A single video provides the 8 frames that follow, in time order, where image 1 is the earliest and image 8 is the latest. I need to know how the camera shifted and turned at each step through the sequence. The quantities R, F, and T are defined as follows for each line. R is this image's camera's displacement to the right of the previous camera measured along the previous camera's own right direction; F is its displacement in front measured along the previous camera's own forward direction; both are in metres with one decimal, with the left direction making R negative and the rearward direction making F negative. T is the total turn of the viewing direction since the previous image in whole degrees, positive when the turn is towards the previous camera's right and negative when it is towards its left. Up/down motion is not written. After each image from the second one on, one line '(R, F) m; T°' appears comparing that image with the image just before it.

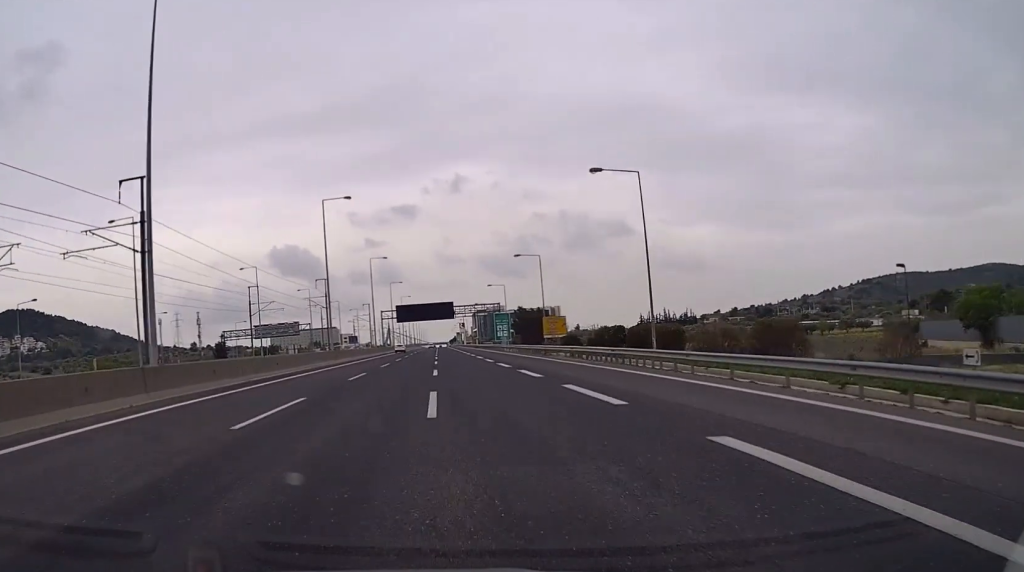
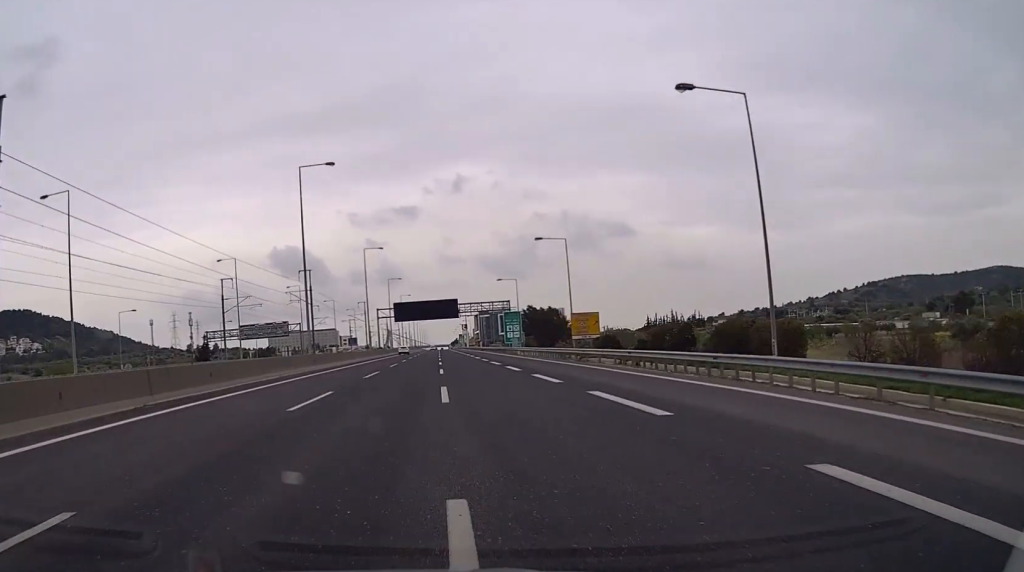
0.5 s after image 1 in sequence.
(0.0, +13.8) m; 0°
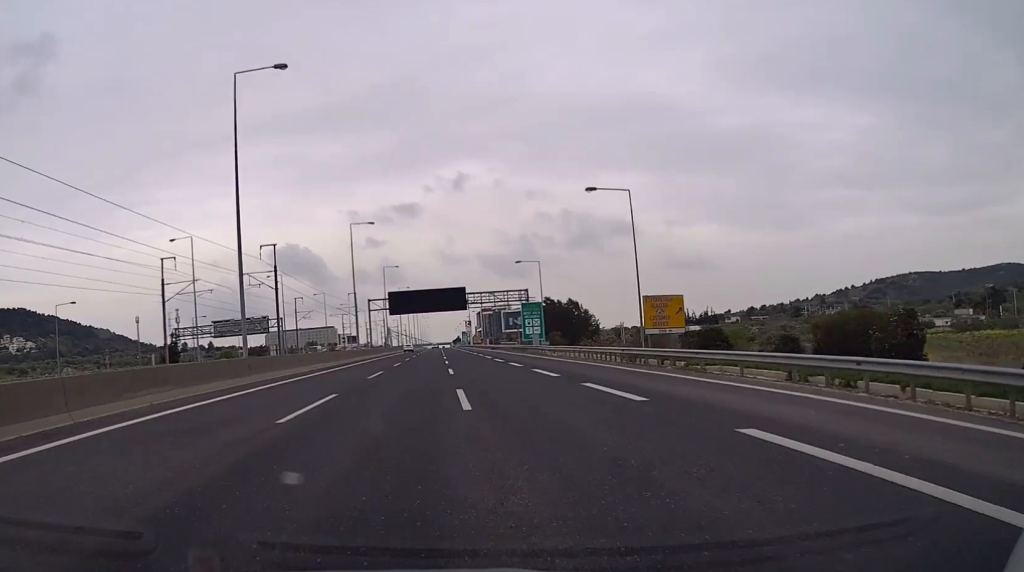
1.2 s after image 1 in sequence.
(+0.1, +20.7) m; 0°
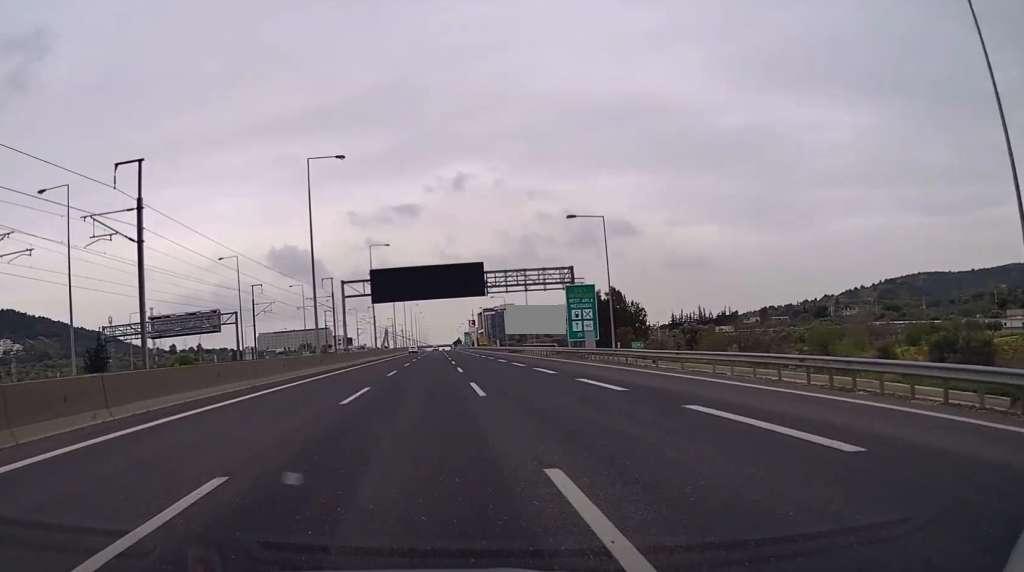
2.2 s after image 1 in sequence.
(-0.1, +31.6) m; 0°
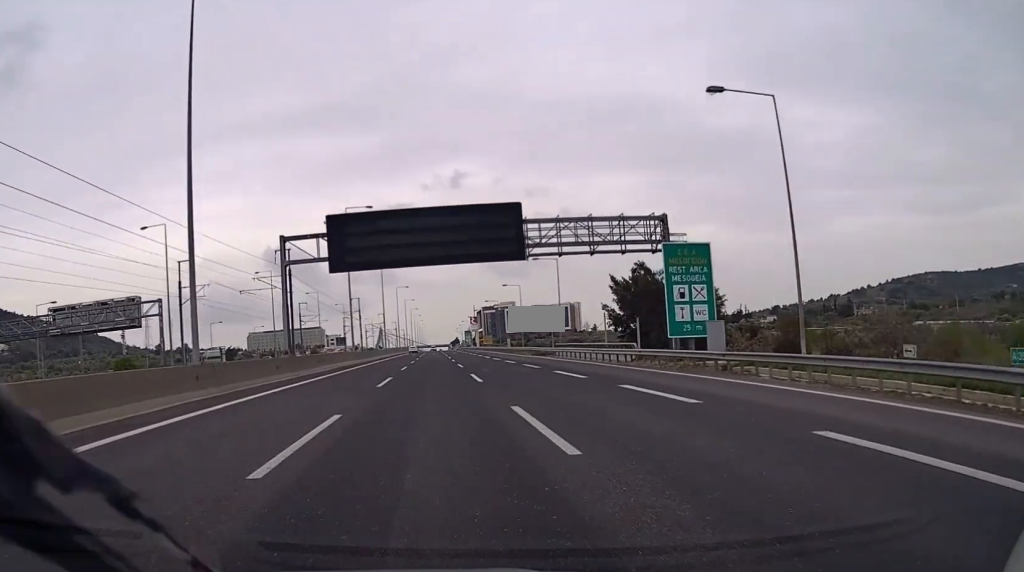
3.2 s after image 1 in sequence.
(0.0, +28.6) m; 0°
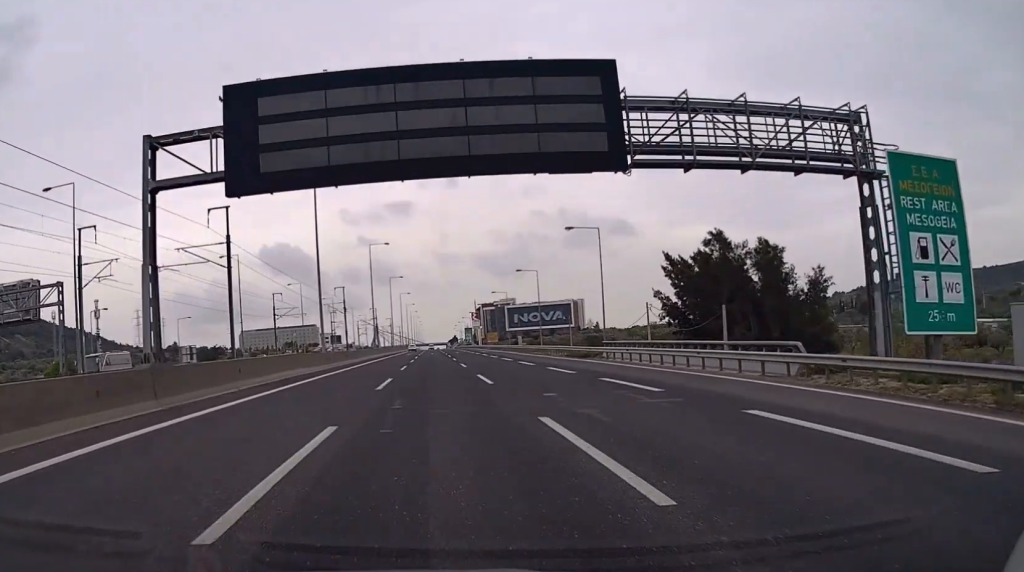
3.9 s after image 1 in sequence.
(+0.1, +20.7) m; 0°
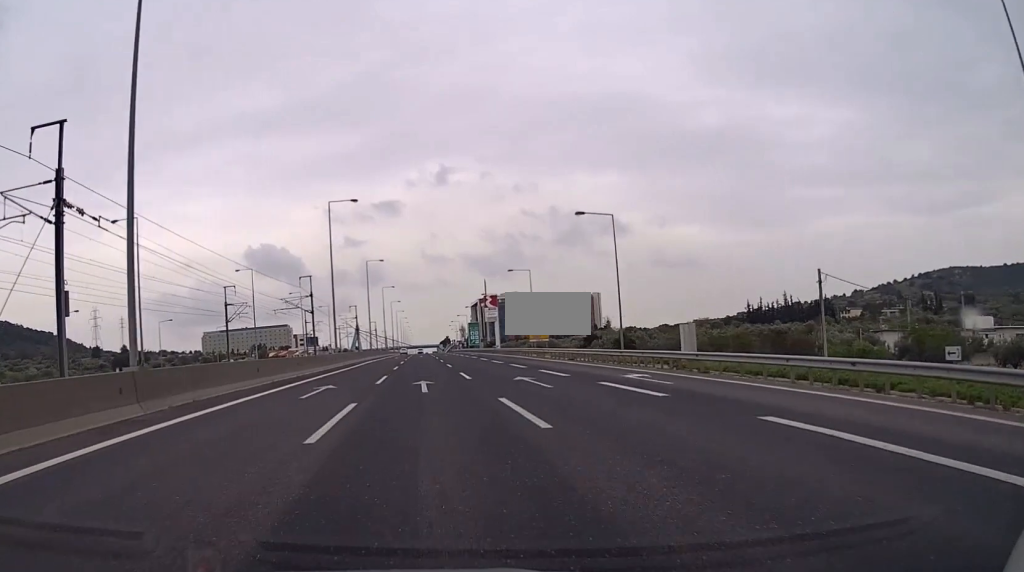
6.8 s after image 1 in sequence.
(+0.8, +85.0) m; +1°
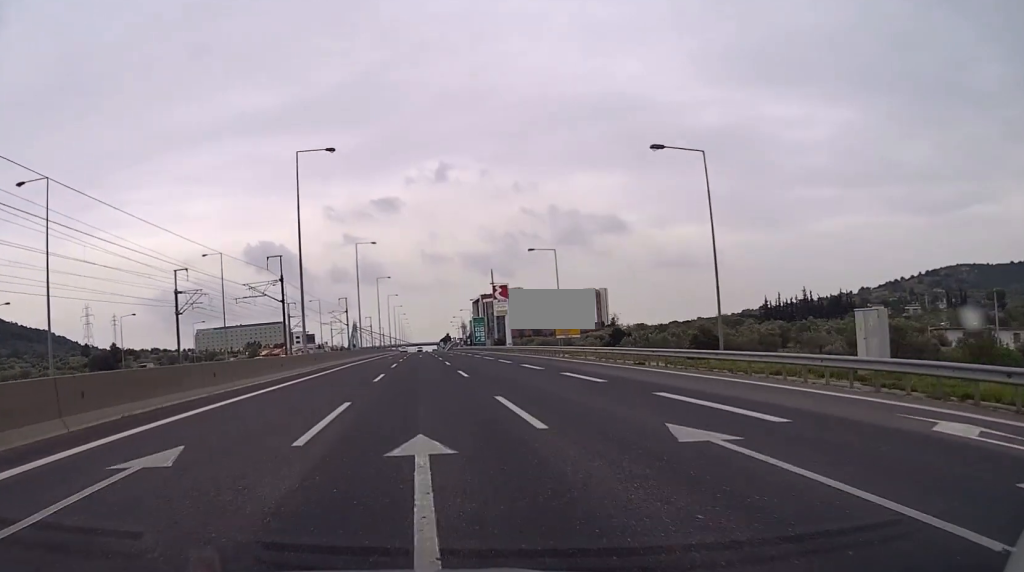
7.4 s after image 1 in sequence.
(+0.1, +17.8) m; 0°
